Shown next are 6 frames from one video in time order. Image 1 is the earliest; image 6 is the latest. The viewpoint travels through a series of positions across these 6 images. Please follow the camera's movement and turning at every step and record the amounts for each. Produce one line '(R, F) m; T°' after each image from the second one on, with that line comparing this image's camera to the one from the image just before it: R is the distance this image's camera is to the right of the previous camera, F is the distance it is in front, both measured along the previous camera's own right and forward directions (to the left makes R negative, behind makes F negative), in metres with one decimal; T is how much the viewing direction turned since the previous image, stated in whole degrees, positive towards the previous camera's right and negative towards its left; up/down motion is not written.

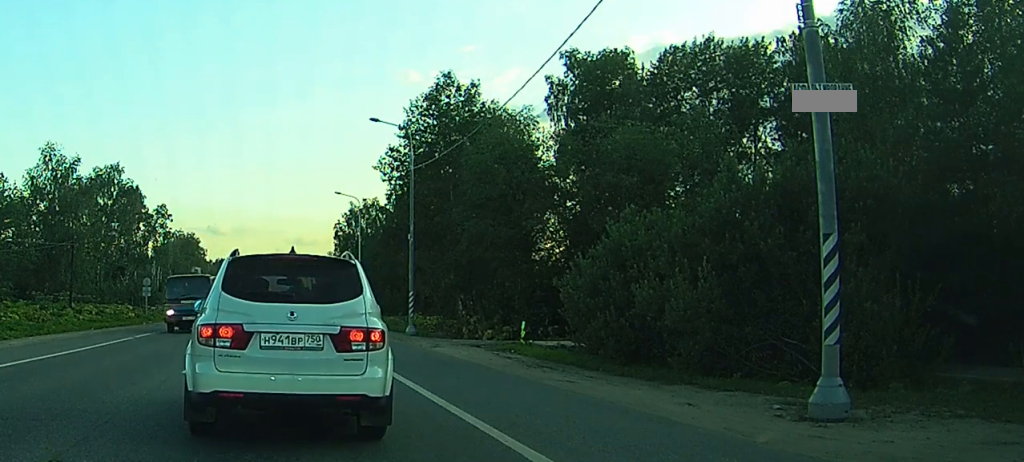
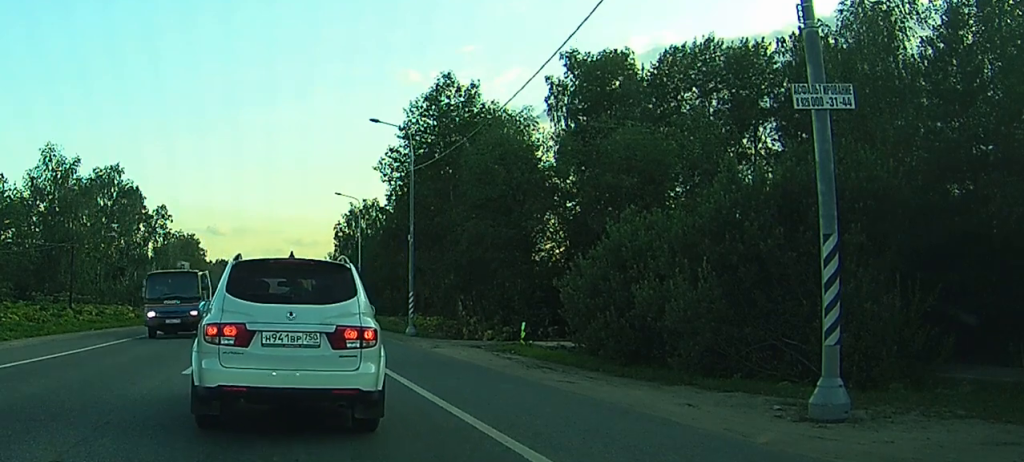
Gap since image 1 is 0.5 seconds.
(0.0, 0.0) m; 0°
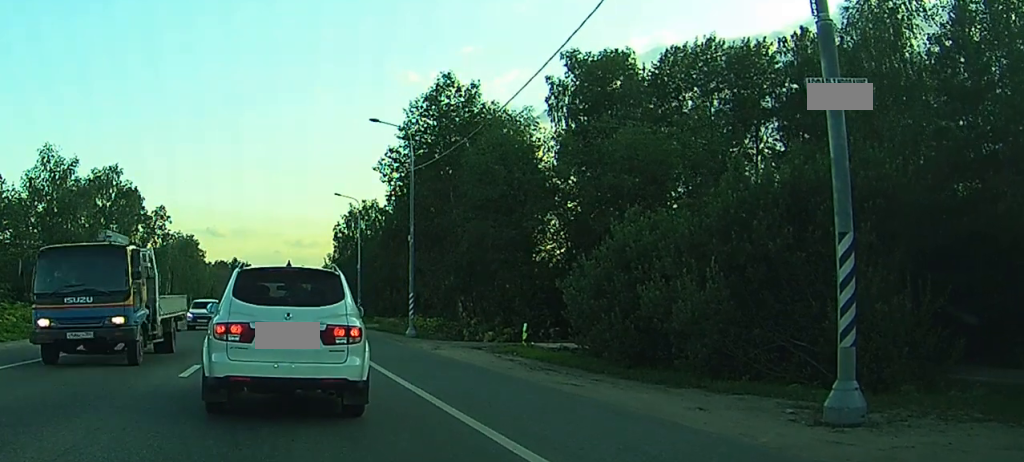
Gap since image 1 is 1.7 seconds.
(0.0, 0.0) m; 0°
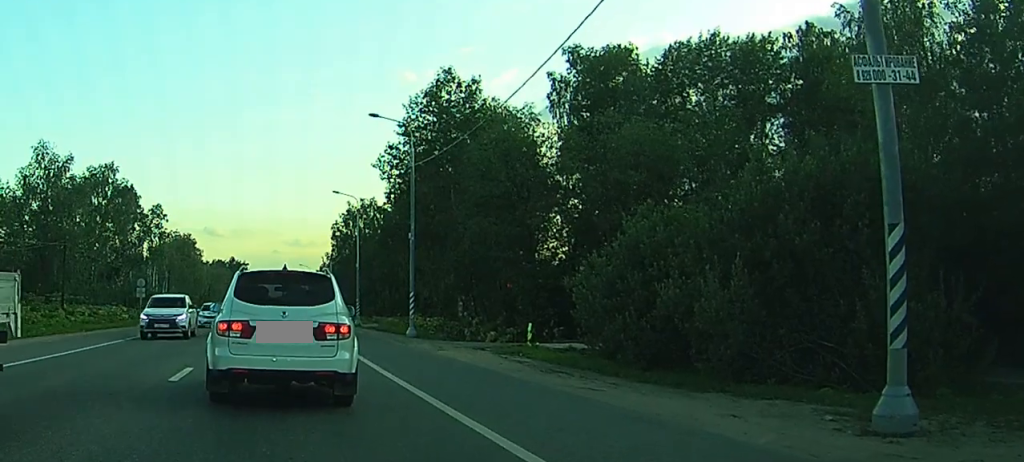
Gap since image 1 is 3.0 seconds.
(0.0, +0.2) m; 0°
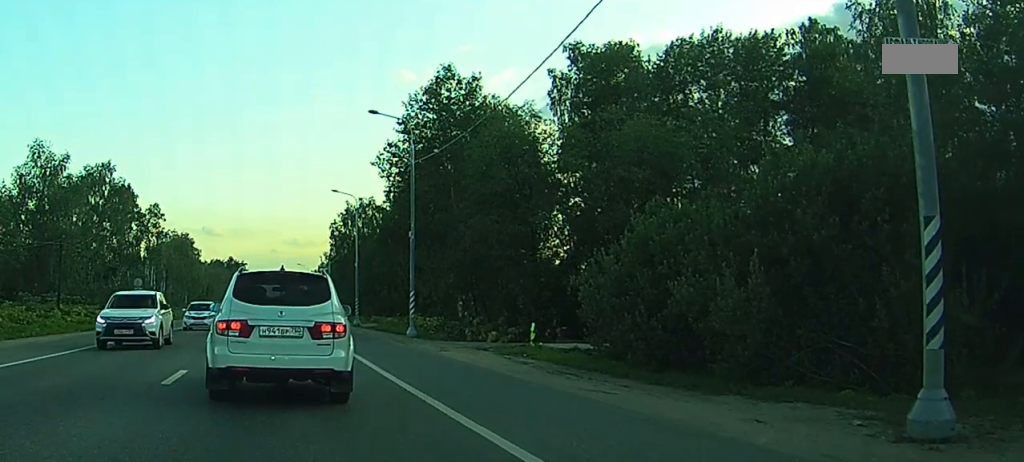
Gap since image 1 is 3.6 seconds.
(0.0, +0.2) m; 0°
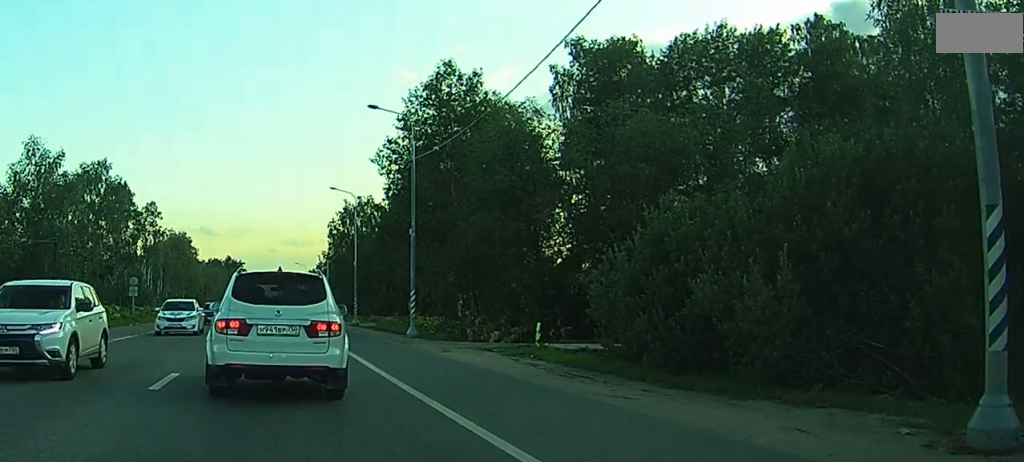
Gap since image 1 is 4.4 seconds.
(-0.1, +0.4) m; 0°
